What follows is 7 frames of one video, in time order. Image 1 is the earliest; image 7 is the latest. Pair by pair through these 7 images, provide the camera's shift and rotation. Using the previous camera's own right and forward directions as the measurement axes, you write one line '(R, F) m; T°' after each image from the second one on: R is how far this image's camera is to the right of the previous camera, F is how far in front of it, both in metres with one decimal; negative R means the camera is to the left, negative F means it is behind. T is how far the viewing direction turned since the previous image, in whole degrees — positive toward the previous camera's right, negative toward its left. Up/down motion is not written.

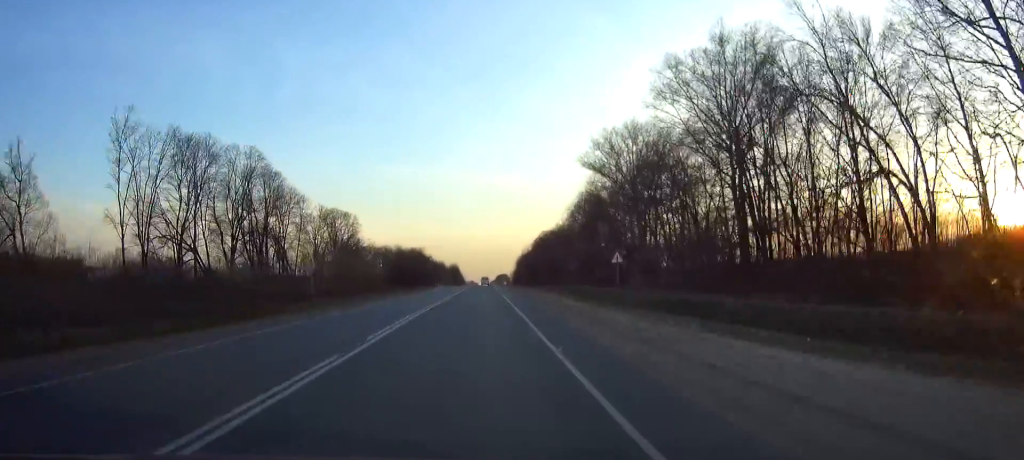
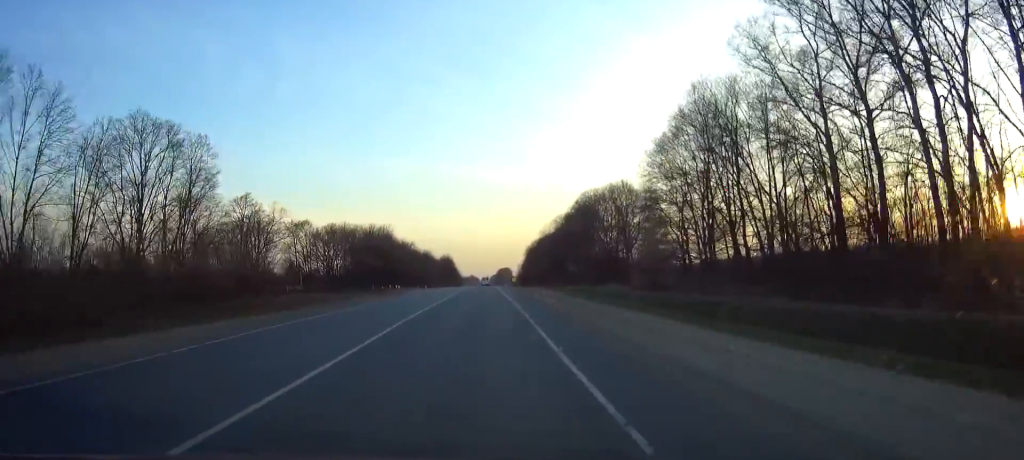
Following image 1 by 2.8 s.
(+0.1, +80.5) m; 0°
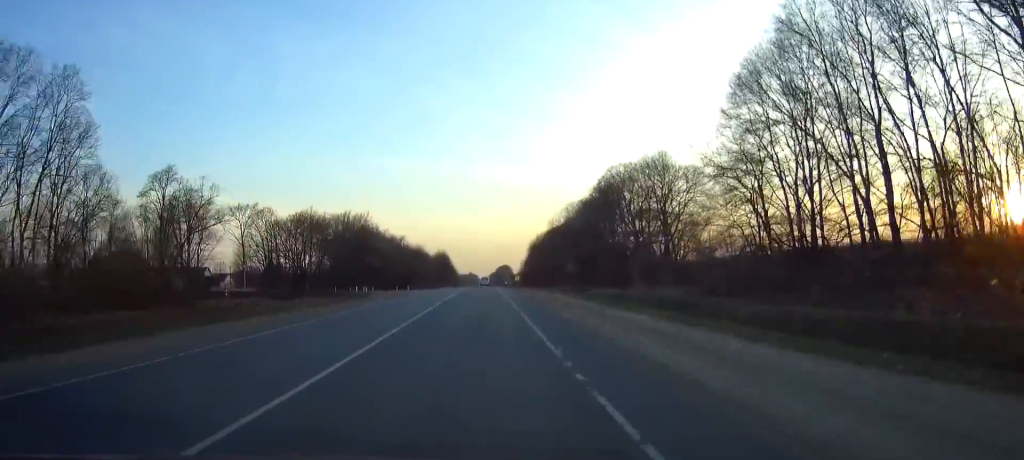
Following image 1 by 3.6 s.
(+0.1, +25.3) m; 0°
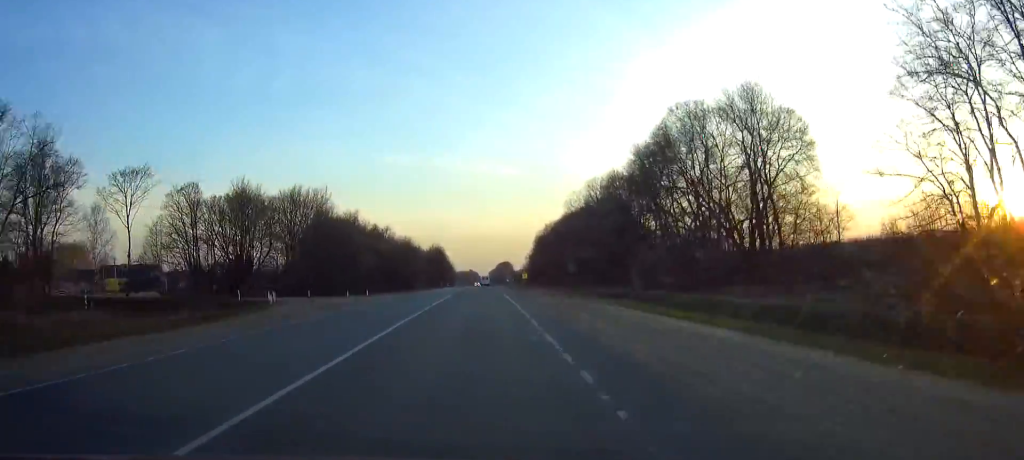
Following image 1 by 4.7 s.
(0.0, +31.2) m; 0°
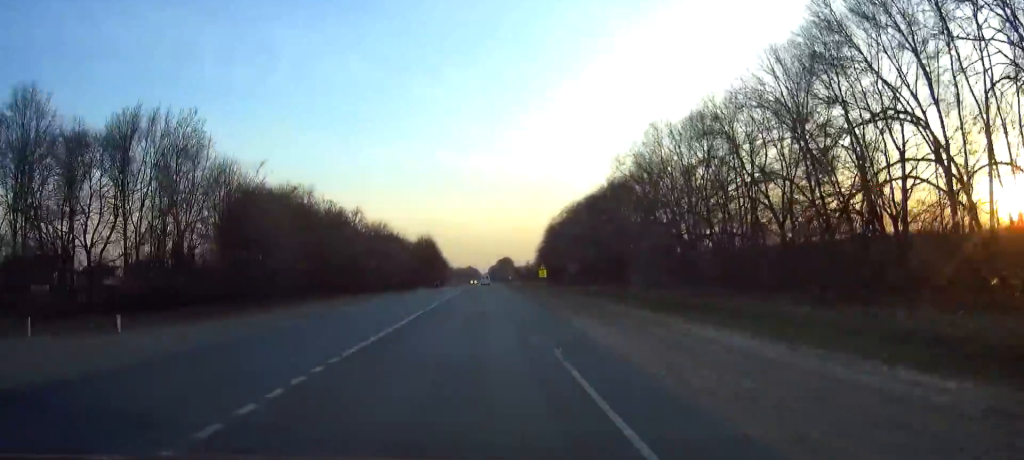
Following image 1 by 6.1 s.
(-0.1, +41.8) m; 0°
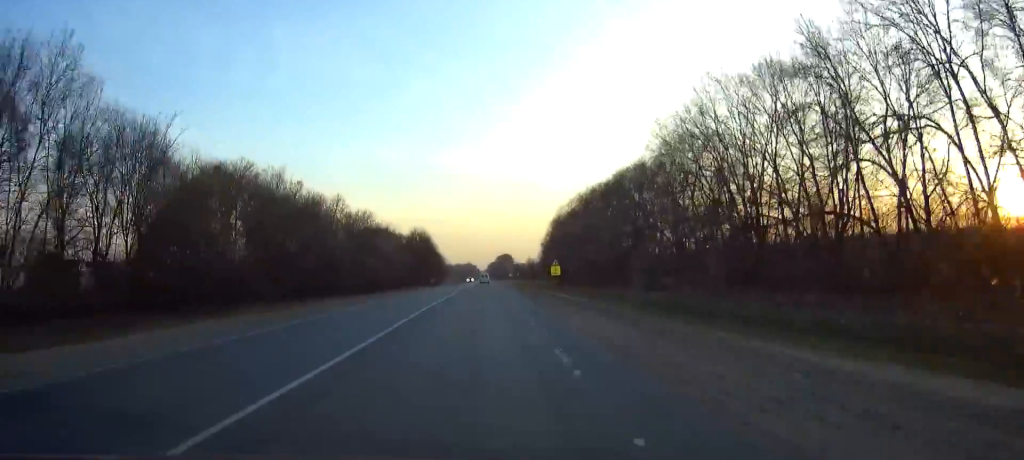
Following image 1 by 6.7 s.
(0.0, +17.5) m; 0°
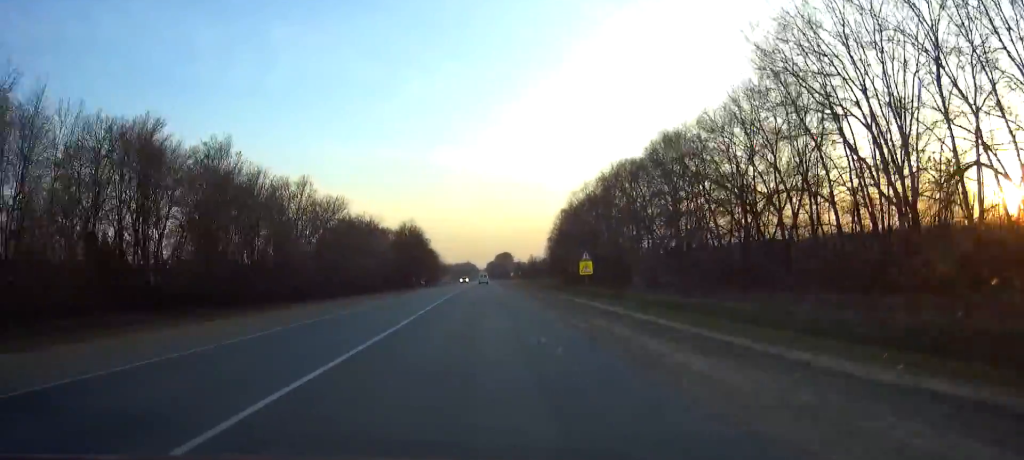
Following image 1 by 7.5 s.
(0.0, +22.4) m; 0°
